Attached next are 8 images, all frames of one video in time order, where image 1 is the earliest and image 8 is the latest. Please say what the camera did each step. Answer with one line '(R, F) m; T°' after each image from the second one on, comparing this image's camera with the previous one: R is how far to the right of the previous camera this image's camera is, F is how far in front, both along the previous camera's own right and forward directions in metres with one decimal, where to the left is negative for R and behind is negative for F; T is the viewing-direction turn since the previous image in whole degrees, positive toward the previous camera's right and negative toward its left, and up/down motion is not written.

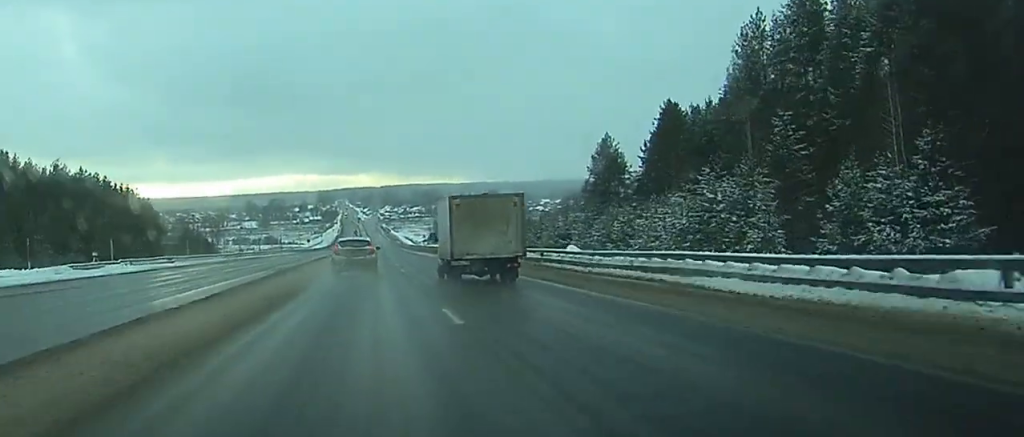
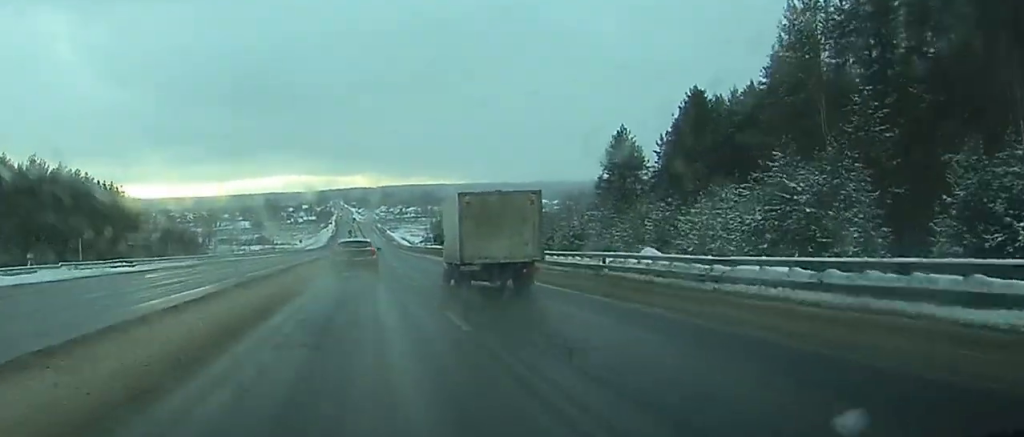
(0.0, +13.4) m; 0°
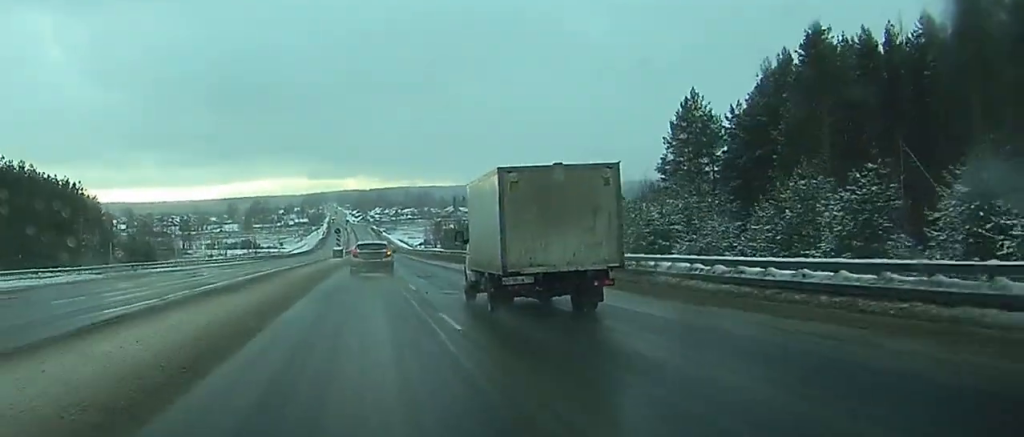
(+0.2, +39.1) m; +1°
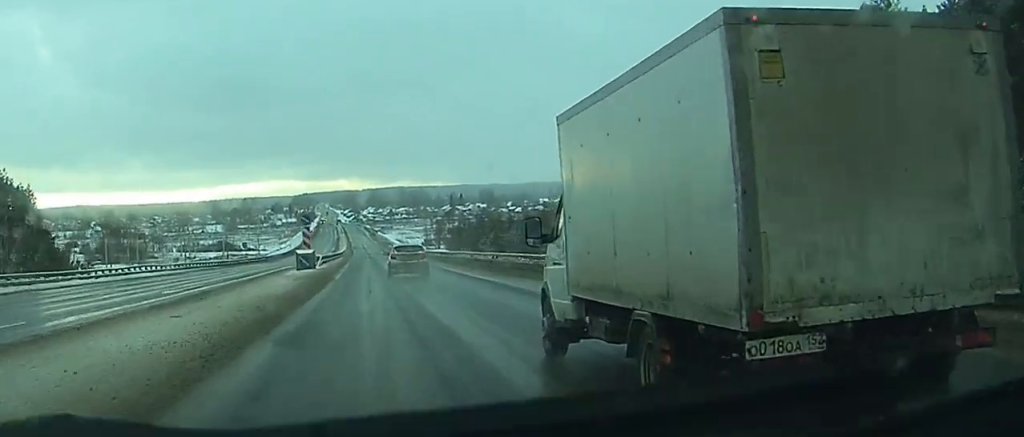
(+0.4, +46.4) m; +1°
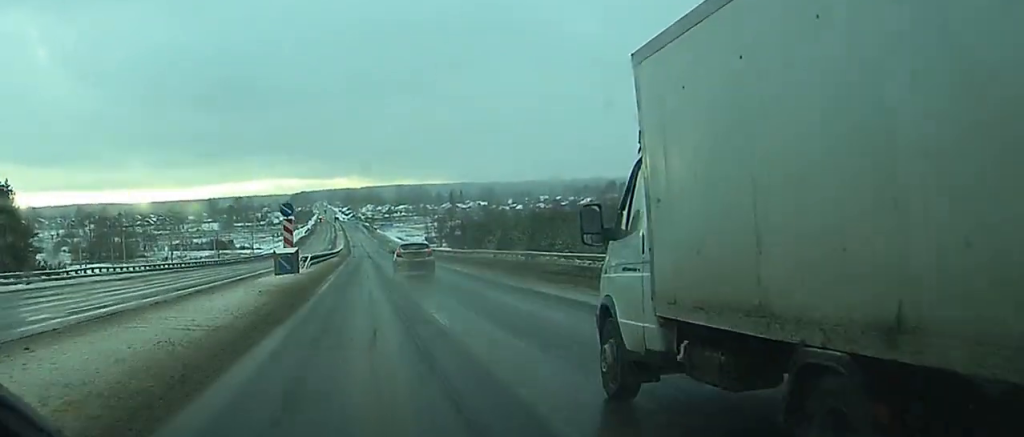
(0.0, +11.4) m; 0°
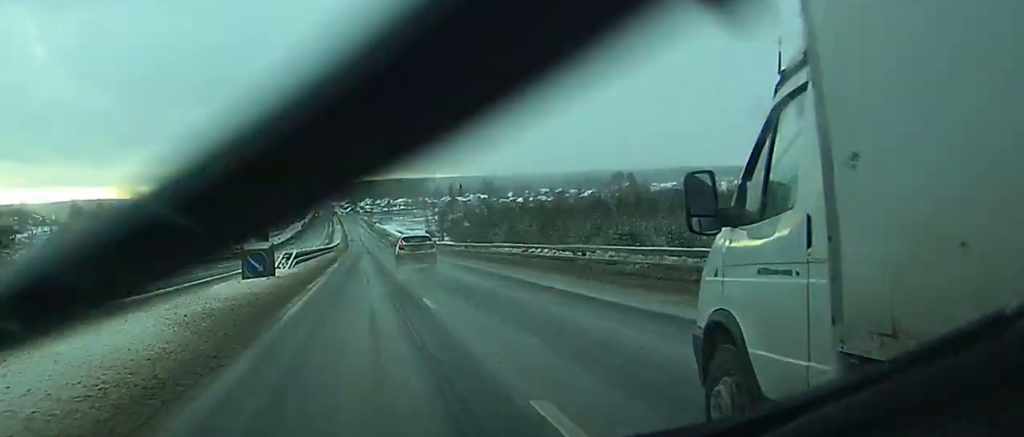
(0.0, +9.8) m; 0°
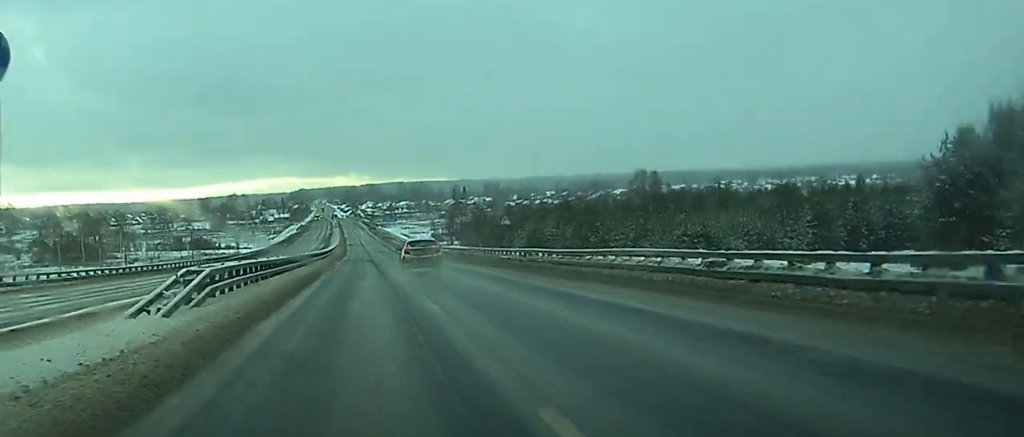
(0.0, +22.3) m; 0°
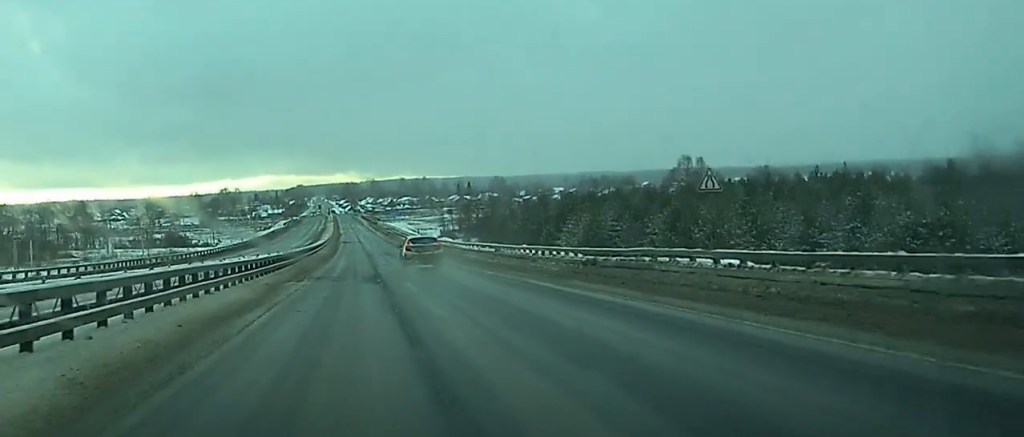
(0.0, +37.7) m; 0°
